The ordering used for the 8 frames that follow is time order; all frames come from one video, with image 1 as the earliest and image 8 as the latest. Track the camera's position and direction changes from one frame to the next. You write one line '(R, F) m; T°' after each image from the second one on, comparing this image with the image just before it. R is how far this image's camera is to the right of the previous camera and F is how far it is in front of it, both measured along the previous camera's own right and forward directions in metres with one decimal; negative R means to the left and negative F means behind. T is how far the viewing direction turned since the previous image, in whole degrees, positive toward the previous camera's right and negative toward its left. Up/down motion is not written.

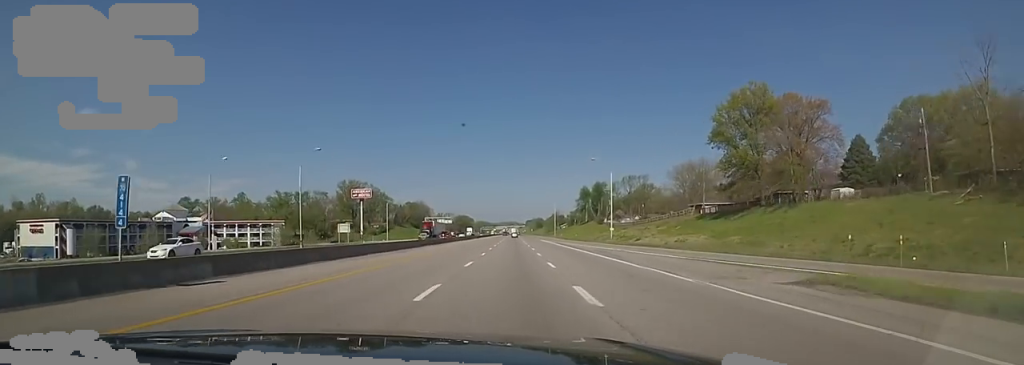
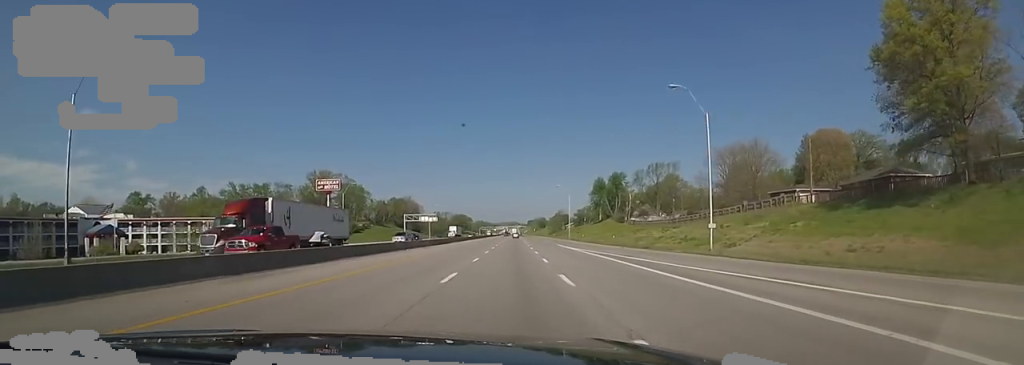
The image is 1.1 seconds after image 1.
(0.0, +35.5) m; 0°
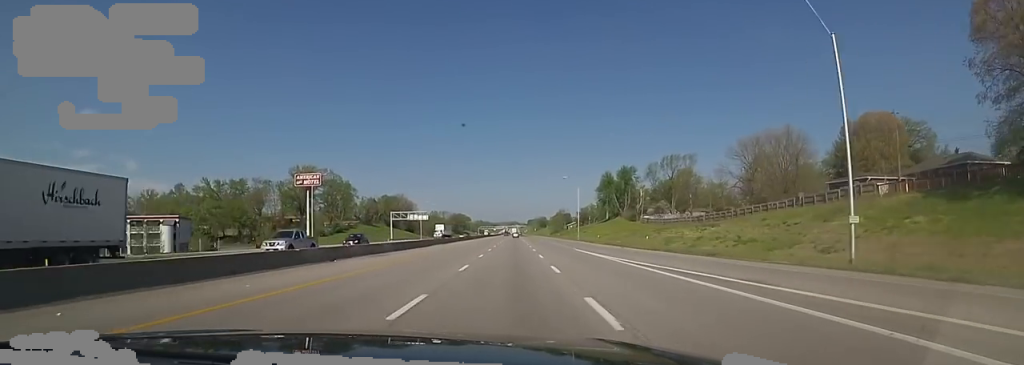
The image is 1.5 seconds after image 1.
(0.0, +16.2) m; -1°
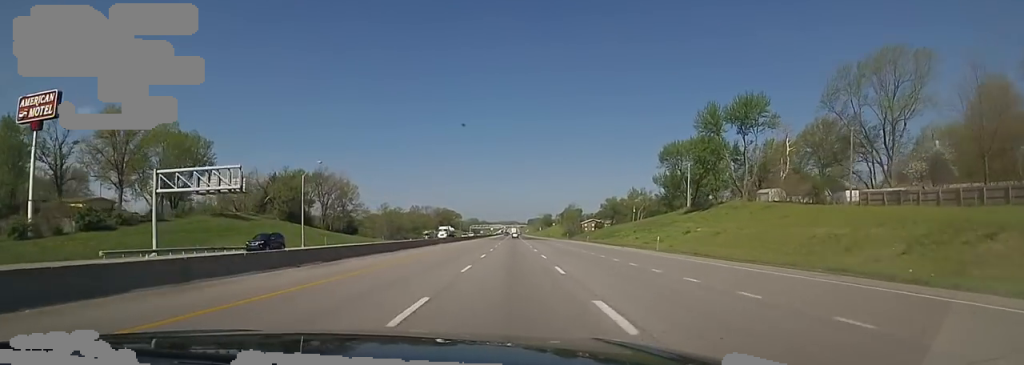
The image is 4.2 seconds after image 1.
(-1.7, +92.6) m; +1°
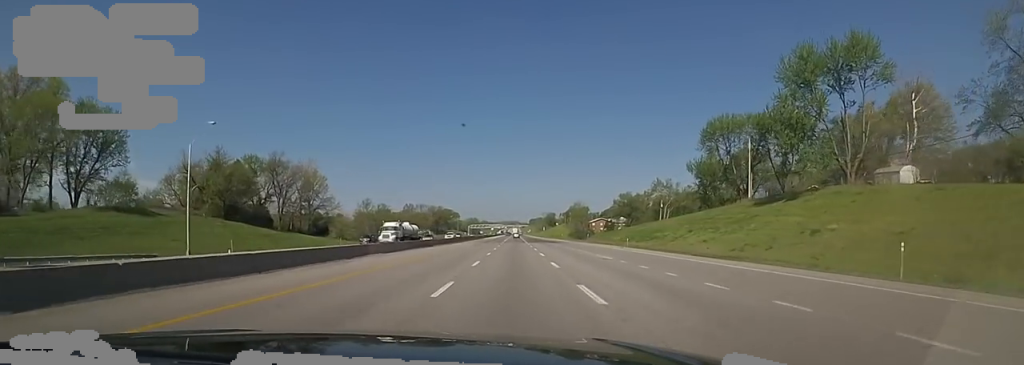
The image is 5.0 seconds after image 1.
(0.0, +27.1) m; 0°
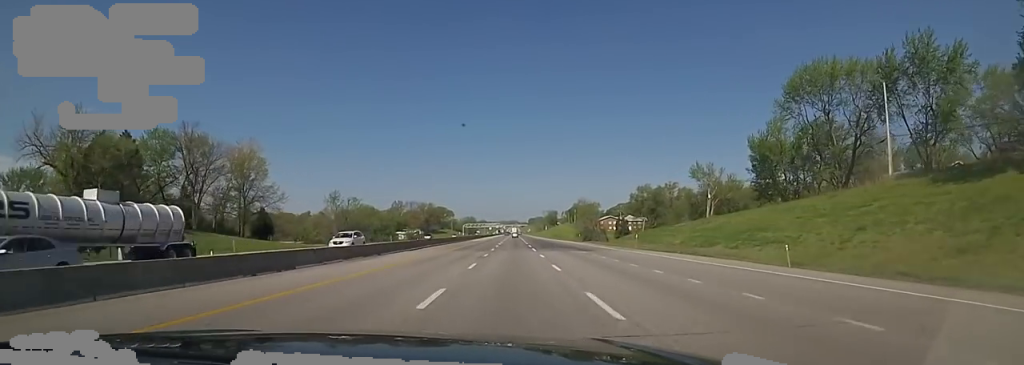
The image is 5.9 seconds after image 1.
(0.0, +31.4) m; 0°
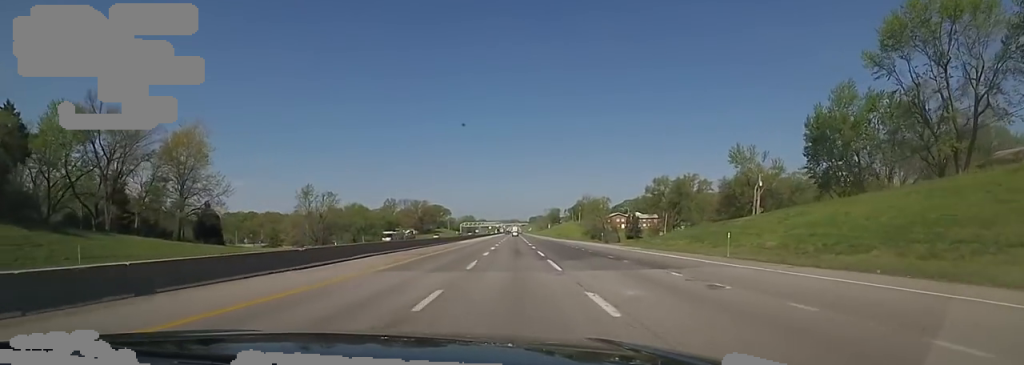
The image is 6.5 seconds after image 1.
(0.0, +20.2) m; -1°
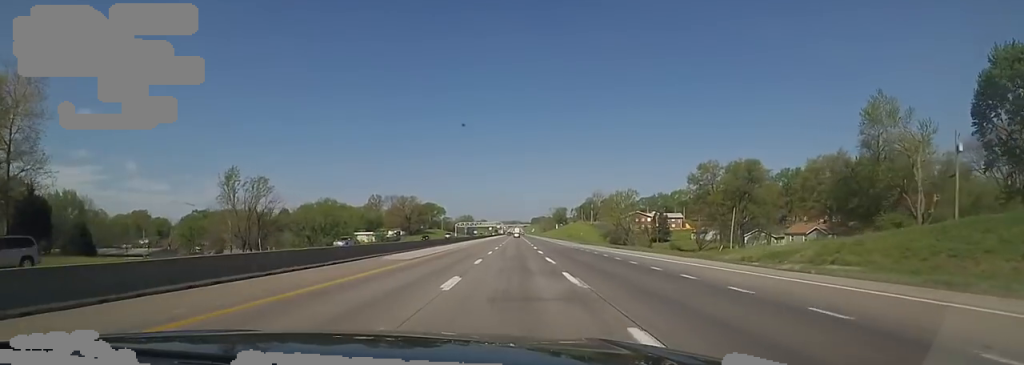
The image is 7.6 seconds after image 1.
(-0.8, +36.9) m; -2°
